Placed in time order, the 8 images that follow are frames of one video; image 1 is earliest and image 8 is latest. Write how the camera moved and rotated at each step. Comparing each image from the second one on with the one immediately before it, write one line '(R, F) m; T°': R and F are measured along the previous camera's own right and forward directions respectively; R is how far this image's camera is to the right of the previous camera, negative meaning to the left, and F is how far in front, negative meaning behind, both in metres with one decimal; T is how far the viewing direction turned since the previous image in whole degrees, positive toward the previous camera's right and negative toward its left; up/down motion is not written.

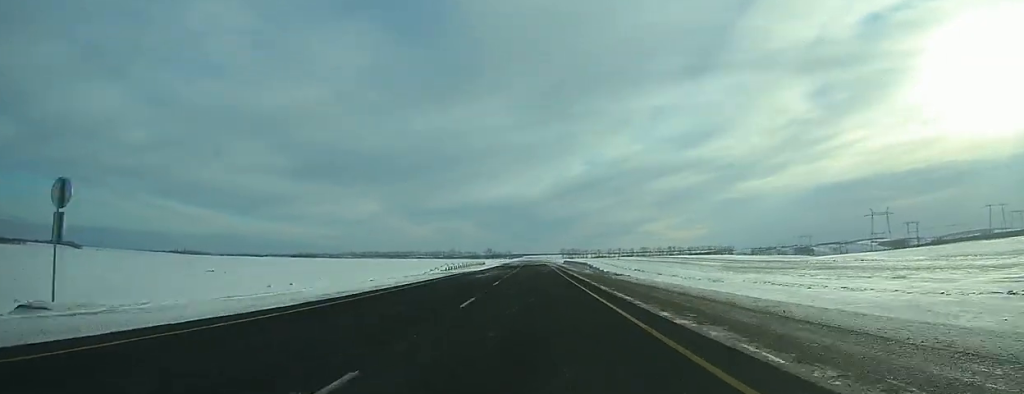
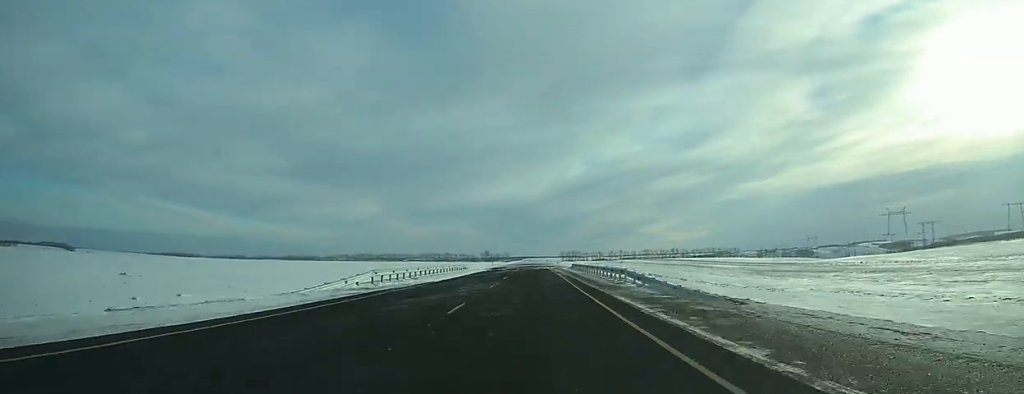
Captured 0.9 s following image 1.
(0.0, +25.6) m; 0°
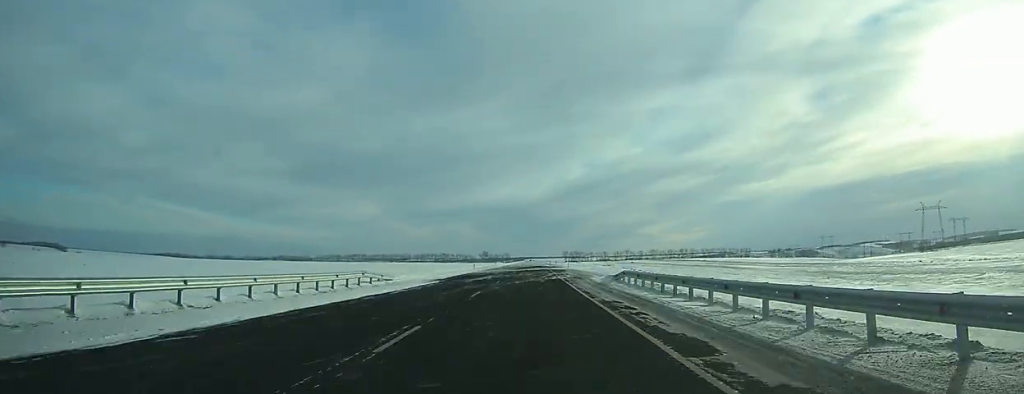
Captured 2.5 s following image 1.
(-0.1, +41.9) m; 0°
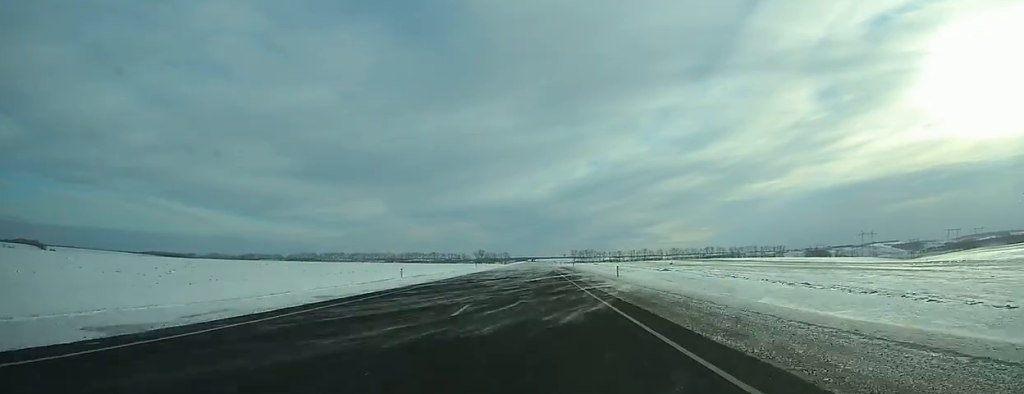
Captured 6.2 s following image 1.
(-0.1, +102.3) m; 0°
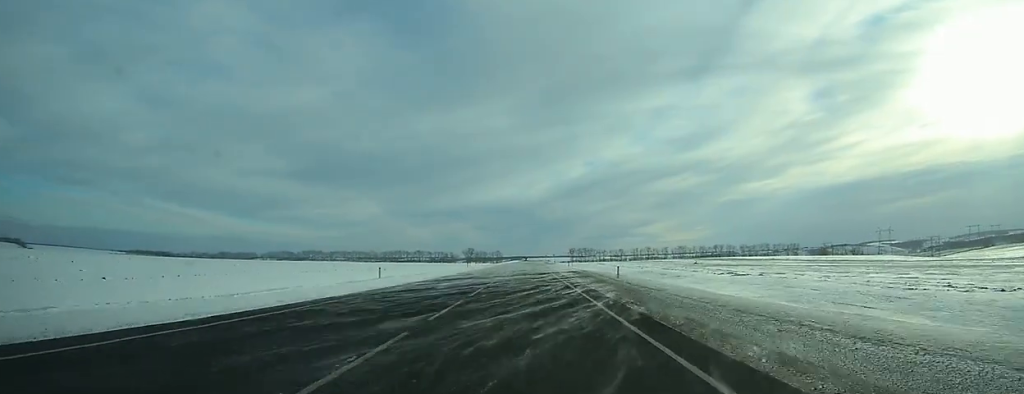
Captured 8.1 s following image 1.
(+0.1, +53.3) m; 0°
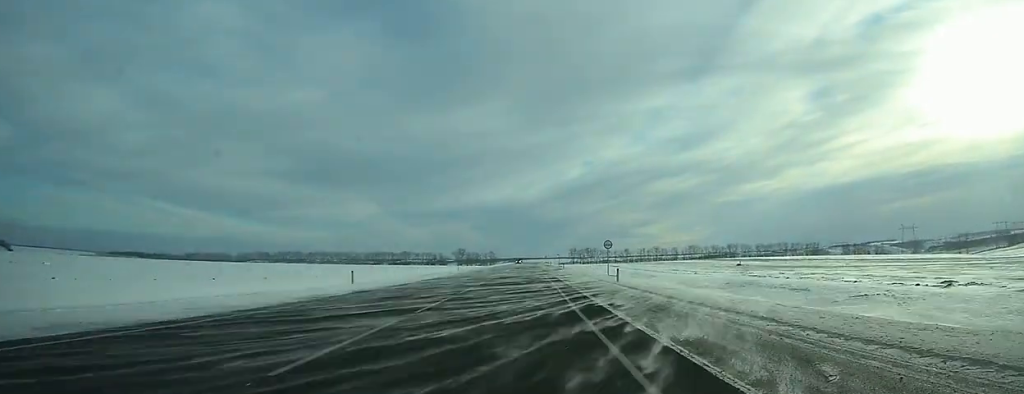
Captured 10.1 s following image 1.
(+0.1, +53.6) m; 0°
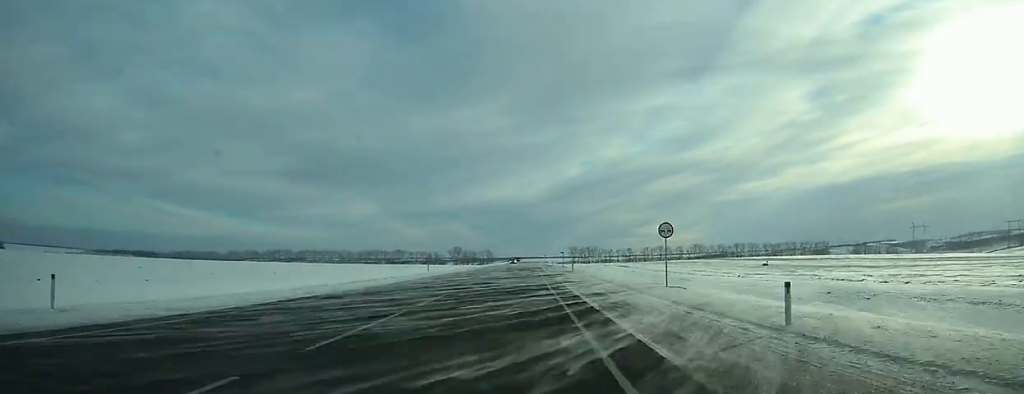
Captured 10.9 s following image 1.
(0.0, +22.2) m; 0°
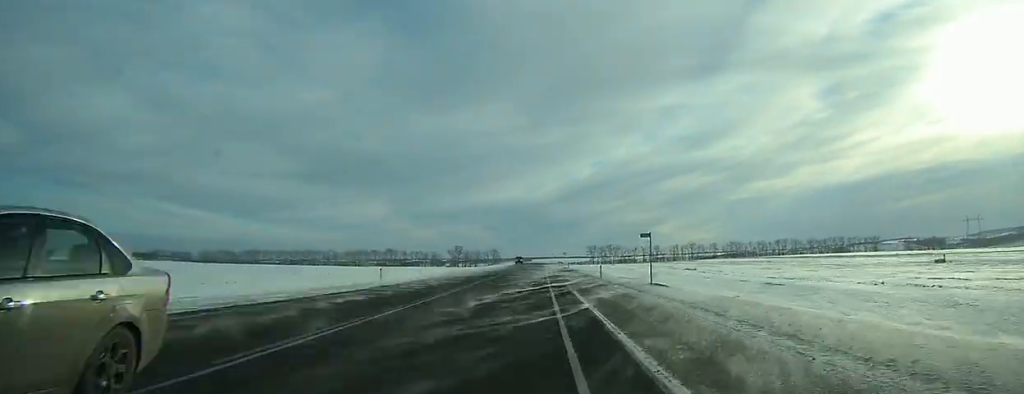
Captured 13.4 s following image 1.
(0.0, +70.6) m; -1°
